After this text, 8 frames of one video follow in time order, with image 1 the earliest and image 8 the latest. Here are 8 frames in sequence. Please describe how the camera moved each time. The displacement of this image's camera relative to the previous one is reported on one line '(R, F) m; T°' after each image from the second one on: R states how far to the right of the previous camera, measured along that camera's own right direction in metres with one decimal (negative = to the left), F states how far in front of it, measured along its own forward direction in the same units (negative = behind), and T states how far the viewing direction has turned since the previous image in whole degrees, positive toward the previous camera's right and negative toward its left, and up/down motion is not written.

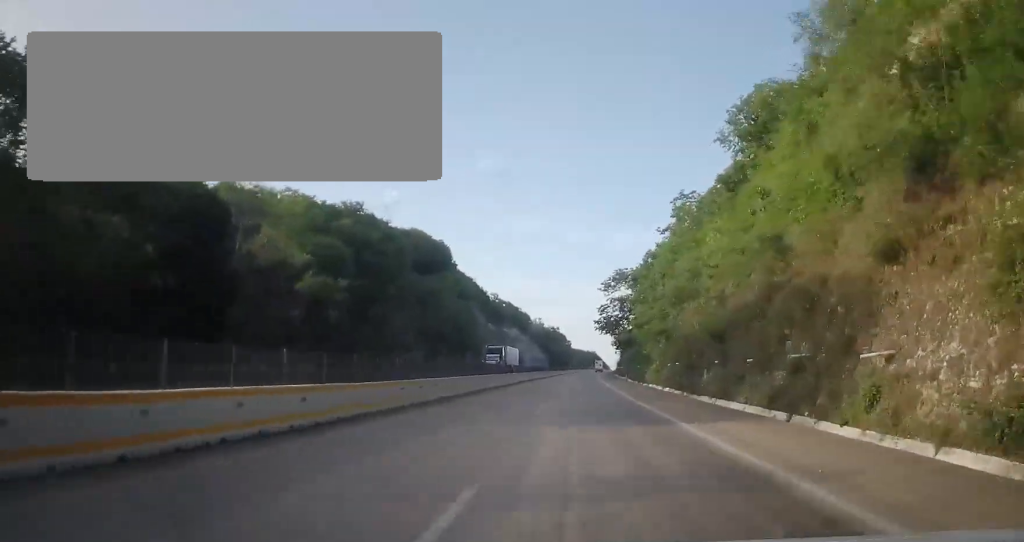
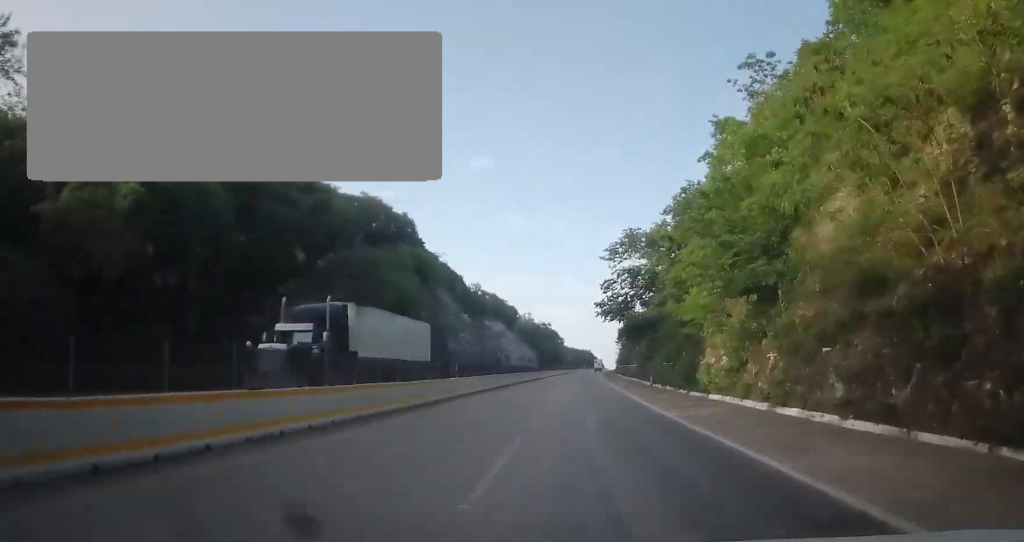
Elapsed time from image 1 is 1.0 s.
(0.0, +25.6) m; 0°
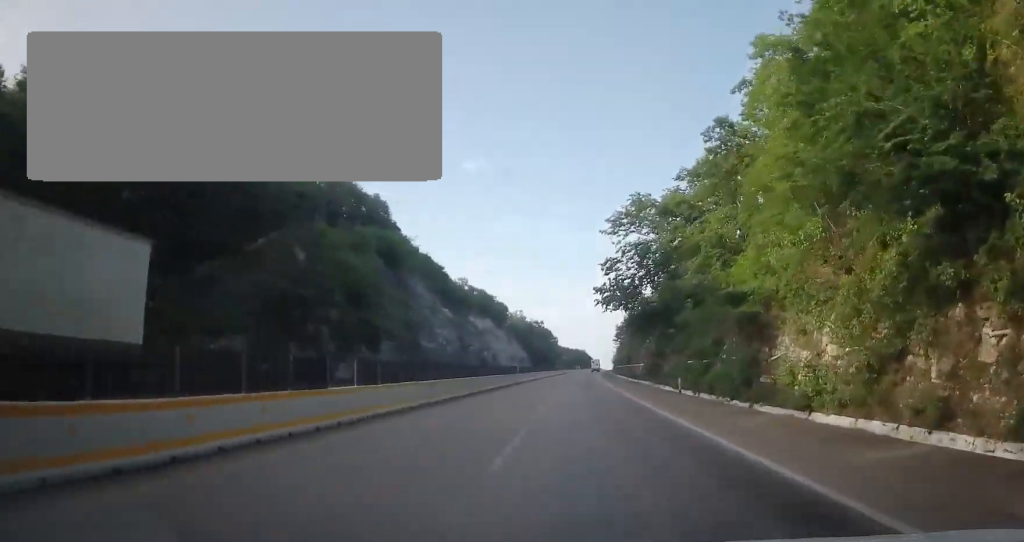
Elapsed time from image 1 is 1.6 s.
(-0.1, +13.4) m; 0°
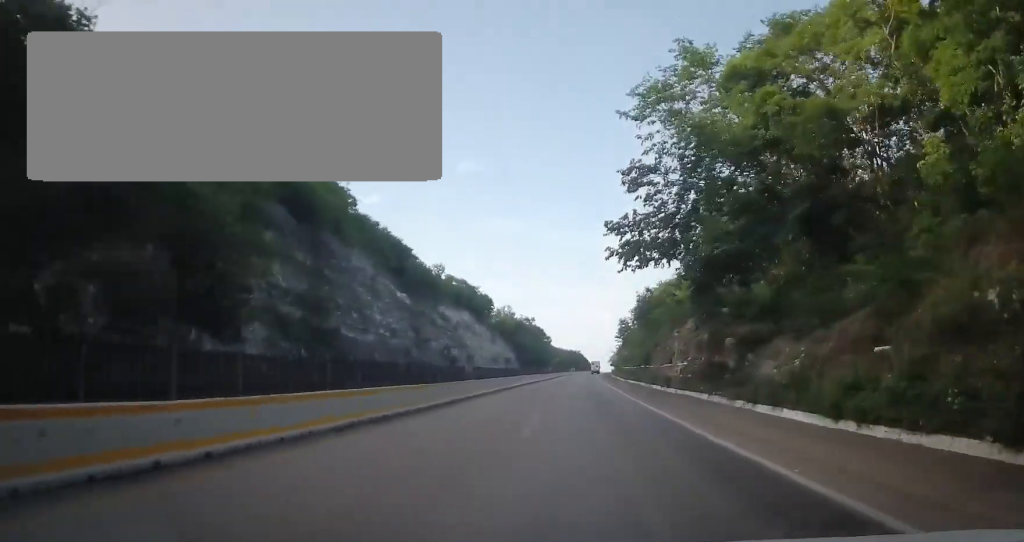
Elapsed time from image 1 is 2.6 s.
(+0.3, +25.4) m; +1°
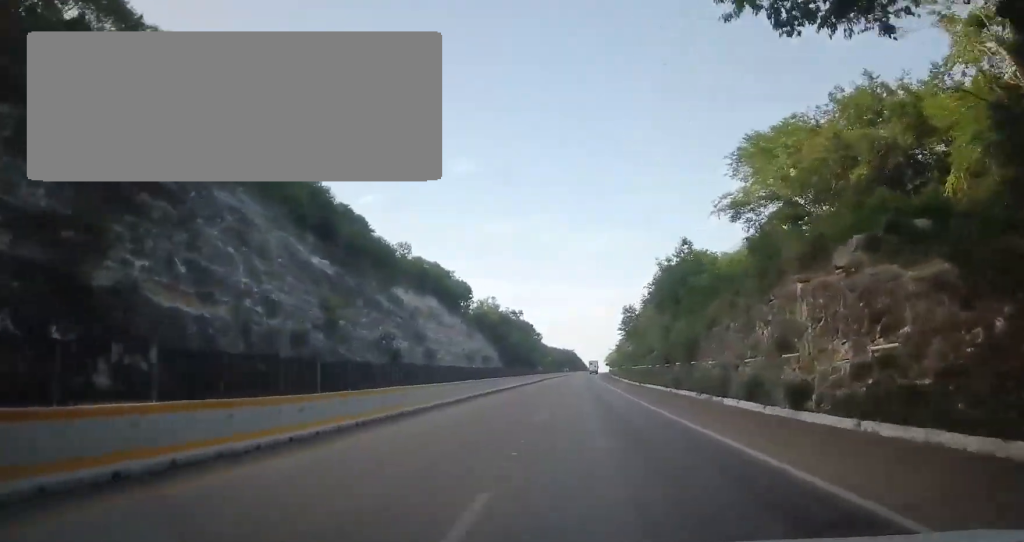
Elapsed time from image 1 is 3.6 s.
(+0.3, +25.8) m; 0°
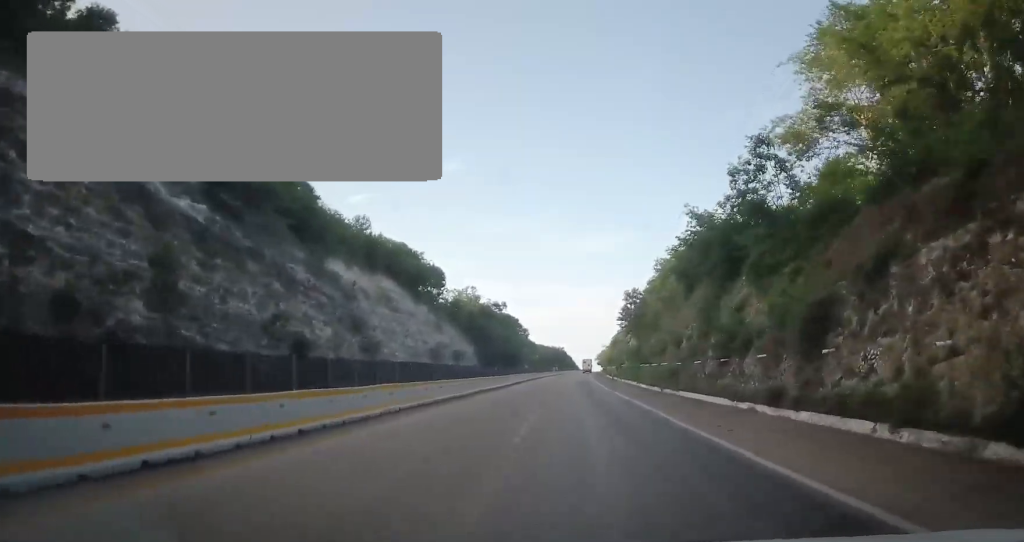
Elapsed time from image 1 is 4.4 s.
(-0.3, +20.4) m; -1°
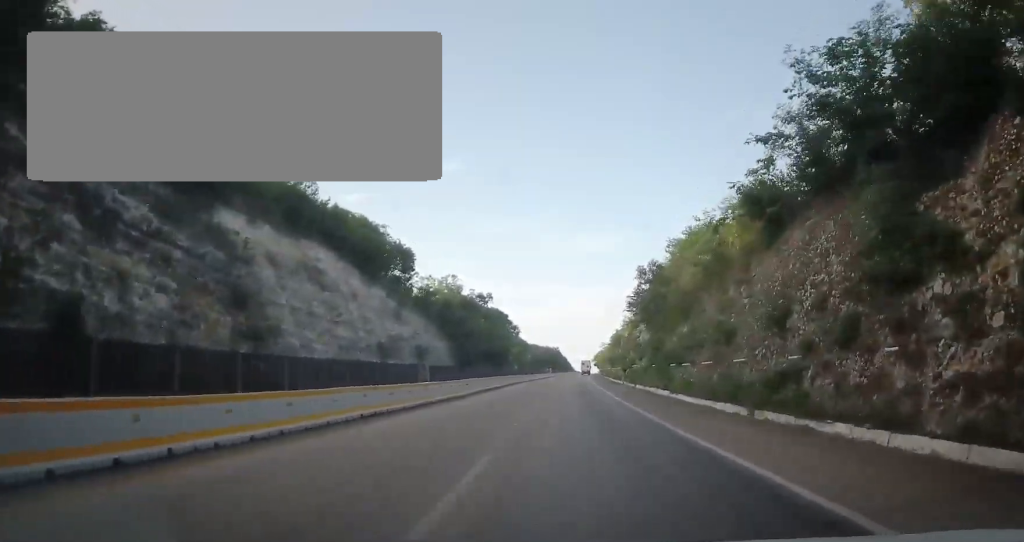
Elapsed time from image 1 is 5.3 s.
(0.0, +21.5) m; +2°
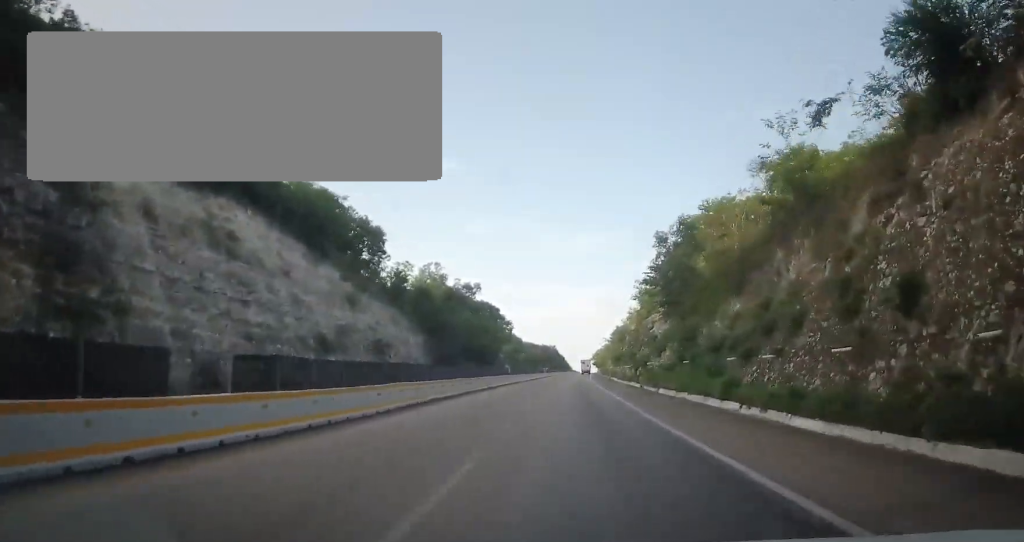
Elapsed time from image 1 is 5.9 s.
(+0.5, +15.6) m; +1°
